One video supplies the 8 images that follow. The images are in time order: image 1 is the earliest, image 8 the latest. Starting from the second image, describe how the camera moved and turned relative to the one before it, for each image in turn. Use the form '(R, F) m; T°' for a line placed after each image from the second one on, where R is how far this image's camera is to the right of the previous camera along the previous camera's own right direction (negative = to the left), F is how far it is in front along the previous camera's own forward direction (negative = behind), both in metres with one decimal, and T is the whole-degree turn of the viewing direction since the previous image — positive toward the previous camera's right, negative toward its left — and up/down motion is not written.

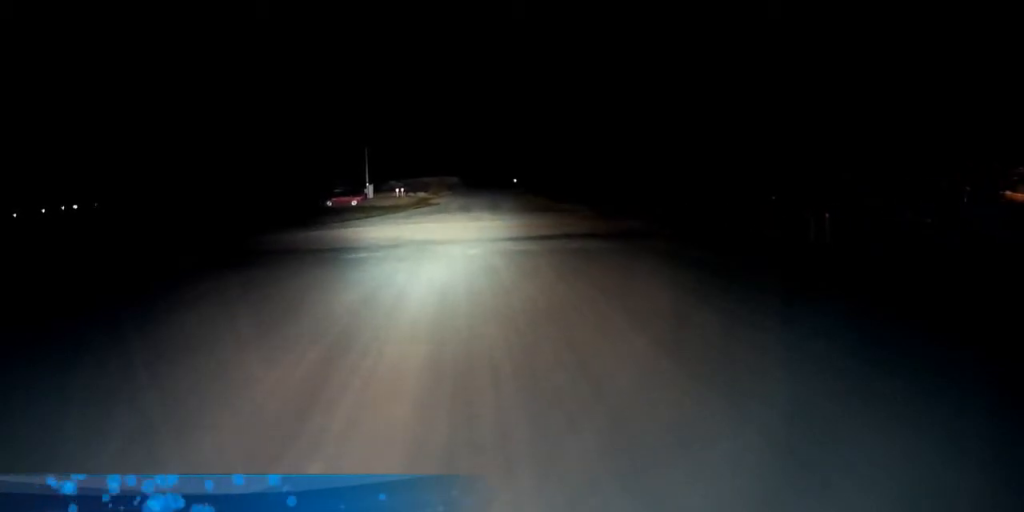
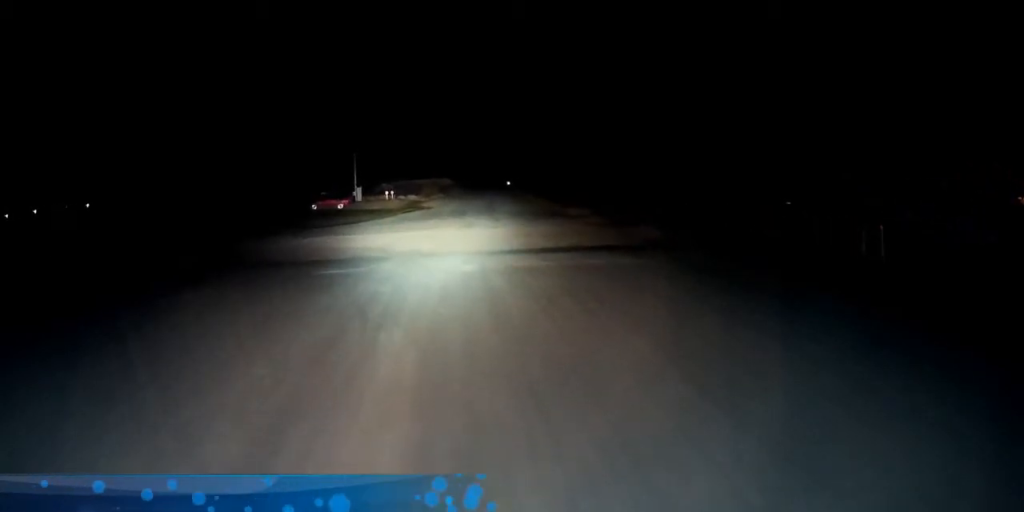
(0.0, +4.6) m; +2°
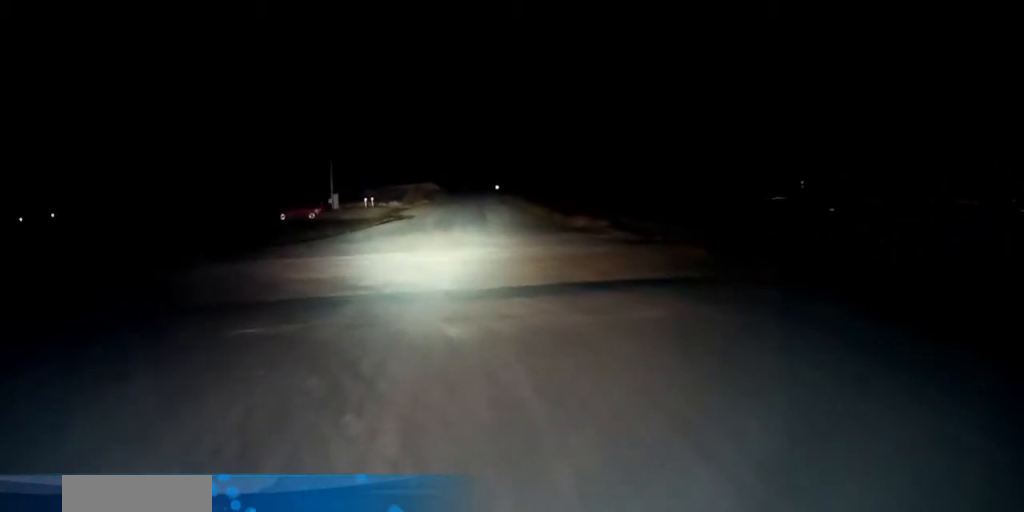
(+0.1, +9.2) m; -3°
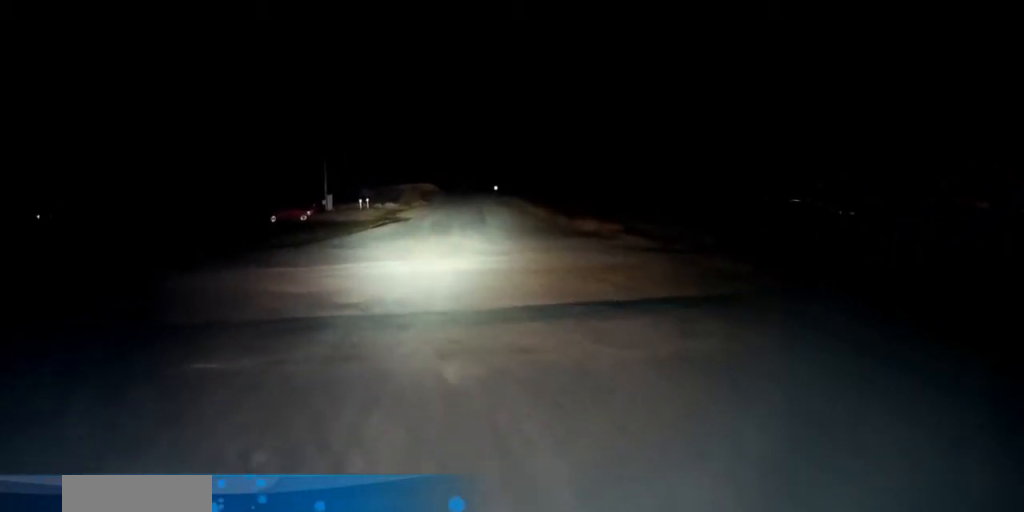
(-0.1, +3.2) m; -3°
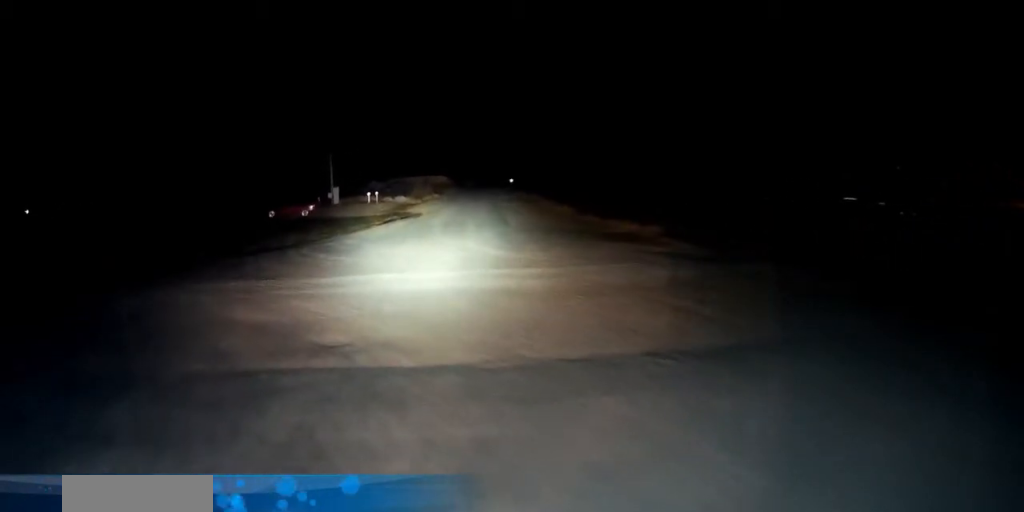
(-0.2, +5.8) m; -2°
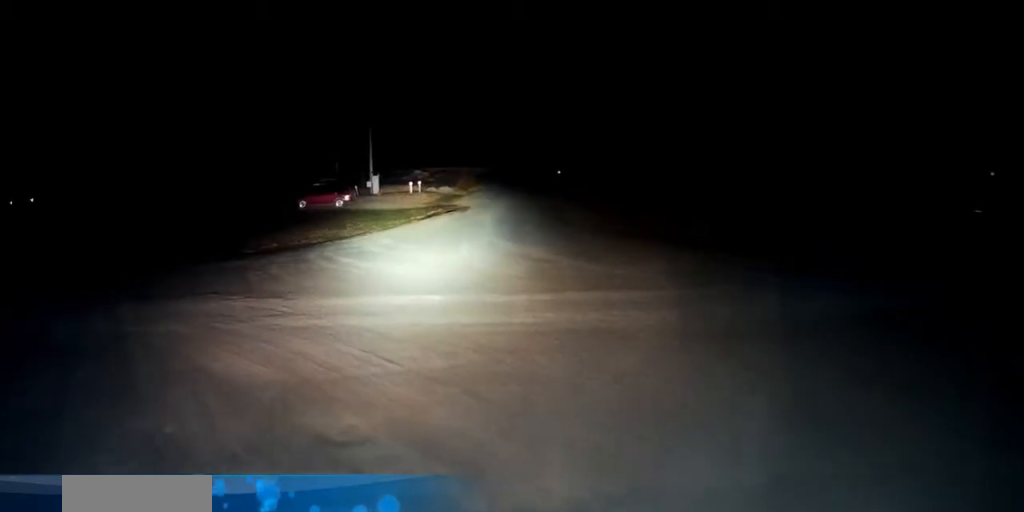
(0.0, +5.6) m; 0°
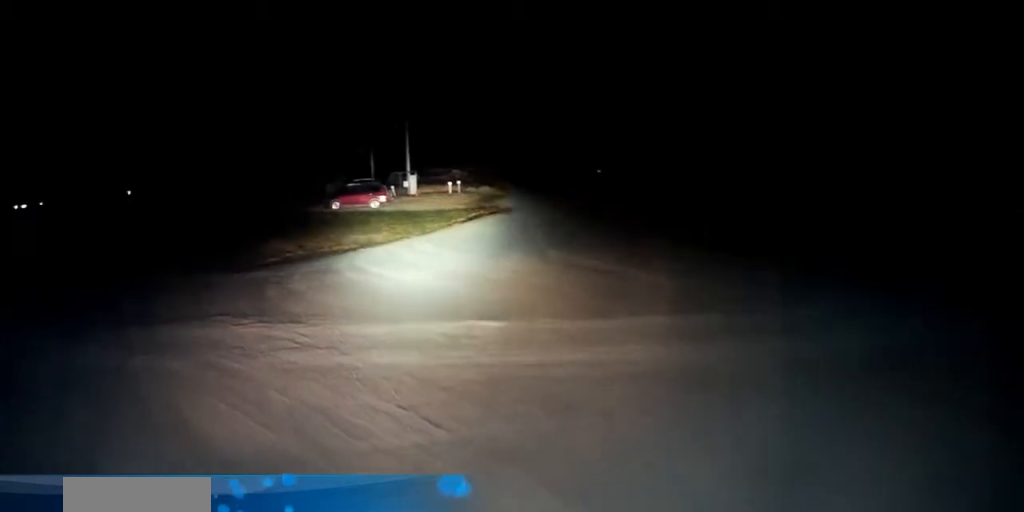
(0.0, +2.8) m; -7°
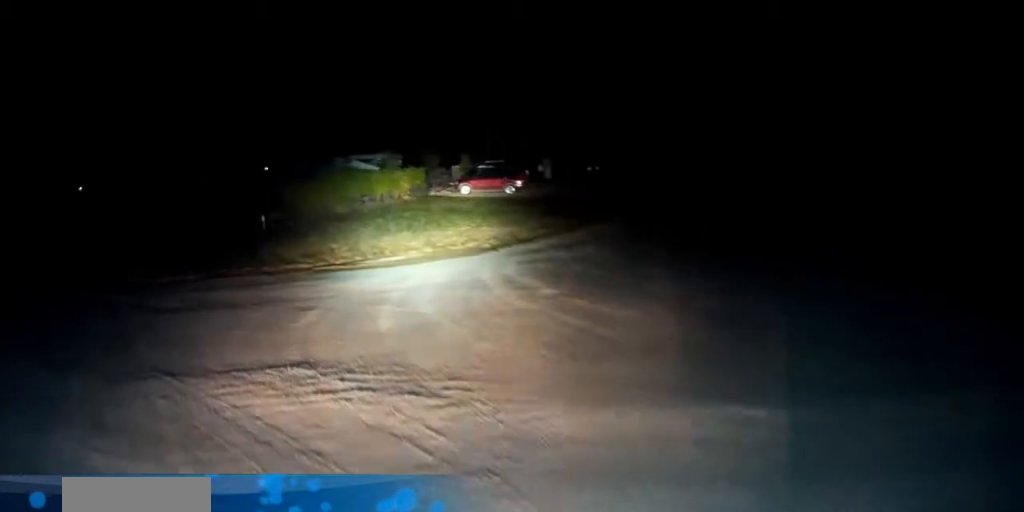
(-1.2, +5.9) m; -17°
